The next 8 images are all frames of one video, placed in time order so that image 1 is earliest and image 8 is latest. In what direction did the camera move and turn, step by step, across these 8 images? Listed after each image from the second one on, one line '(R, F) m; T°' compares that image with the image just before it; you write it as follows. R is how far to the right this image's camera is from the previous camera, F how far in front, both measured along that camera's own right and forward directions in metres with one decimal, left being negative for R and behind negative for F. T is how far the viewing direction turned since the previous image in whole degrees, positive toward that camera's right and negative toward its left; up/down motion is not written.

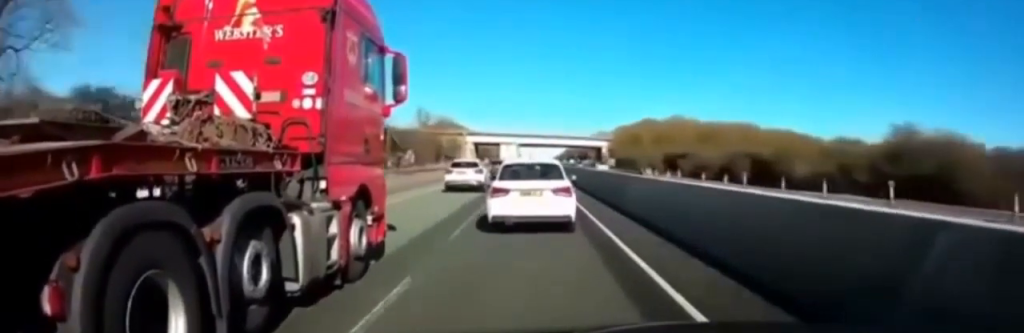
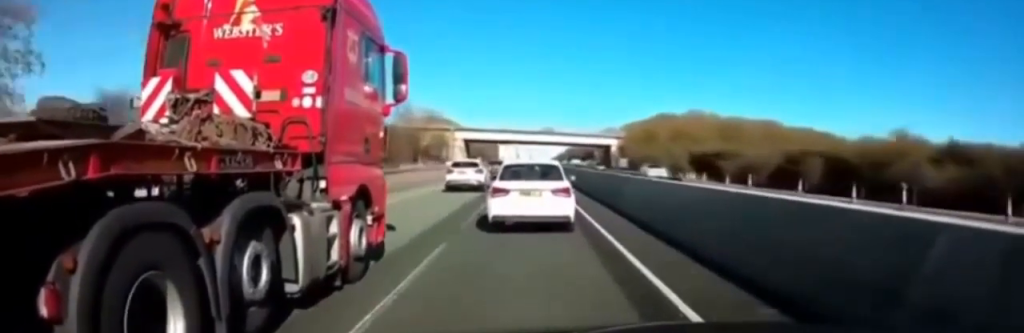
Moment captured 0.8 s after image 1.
(-0.1, +17.8) m; 0°
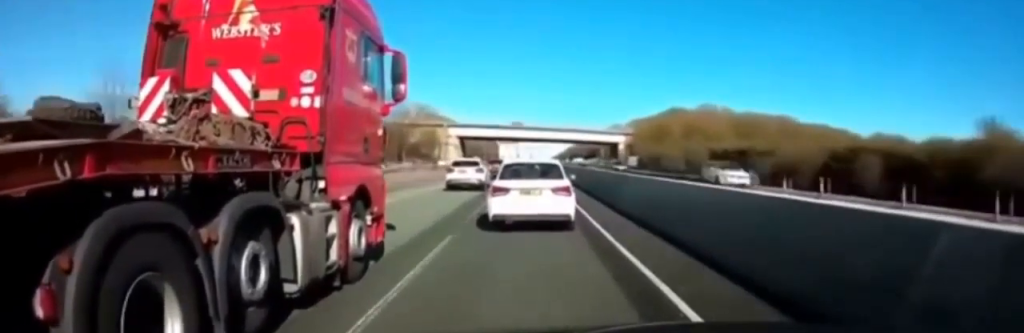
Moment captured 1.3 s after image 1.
(-0.1, +9.4) m; 0°
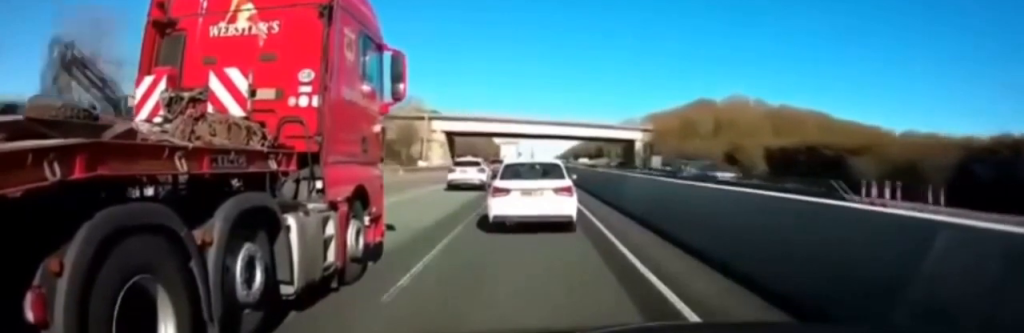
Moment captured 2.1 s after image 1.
(+0.2, +17.9) m; +1°
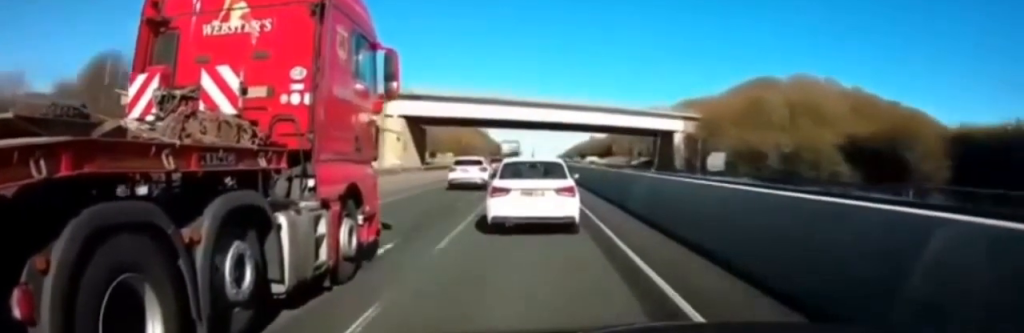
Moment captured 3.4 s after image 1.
(0.0, +27.1) m; -1°
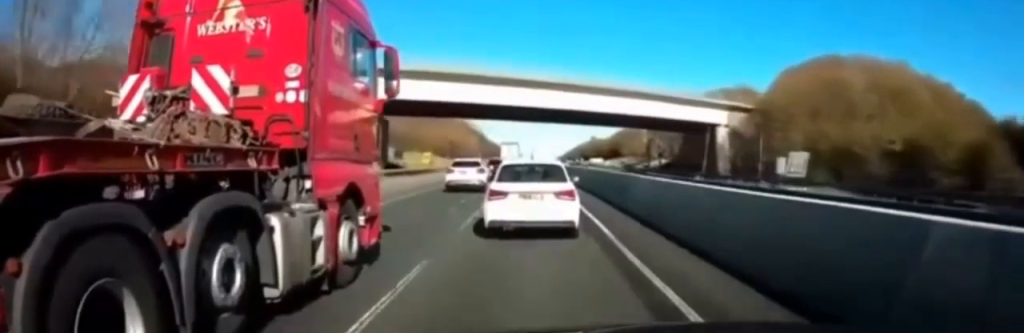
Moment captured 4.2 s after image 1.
(-0.2, +17.7) m; 0°
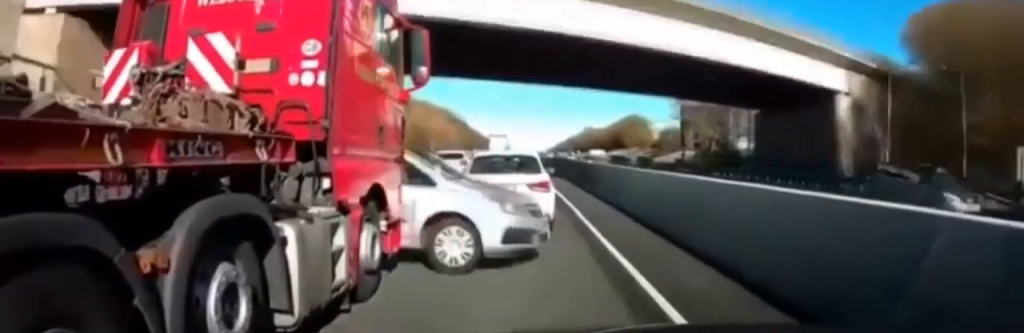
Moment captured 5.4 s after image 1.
(+0.2, +25.0) m; +1°
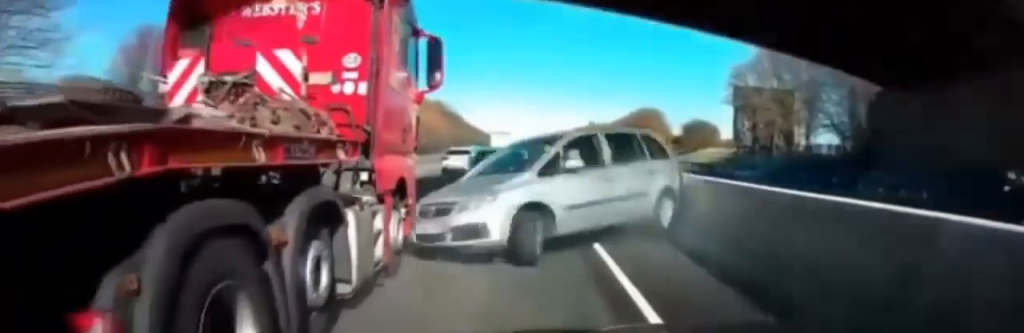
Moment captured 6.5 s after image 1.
(+0.1, +21.3) m; -1°
